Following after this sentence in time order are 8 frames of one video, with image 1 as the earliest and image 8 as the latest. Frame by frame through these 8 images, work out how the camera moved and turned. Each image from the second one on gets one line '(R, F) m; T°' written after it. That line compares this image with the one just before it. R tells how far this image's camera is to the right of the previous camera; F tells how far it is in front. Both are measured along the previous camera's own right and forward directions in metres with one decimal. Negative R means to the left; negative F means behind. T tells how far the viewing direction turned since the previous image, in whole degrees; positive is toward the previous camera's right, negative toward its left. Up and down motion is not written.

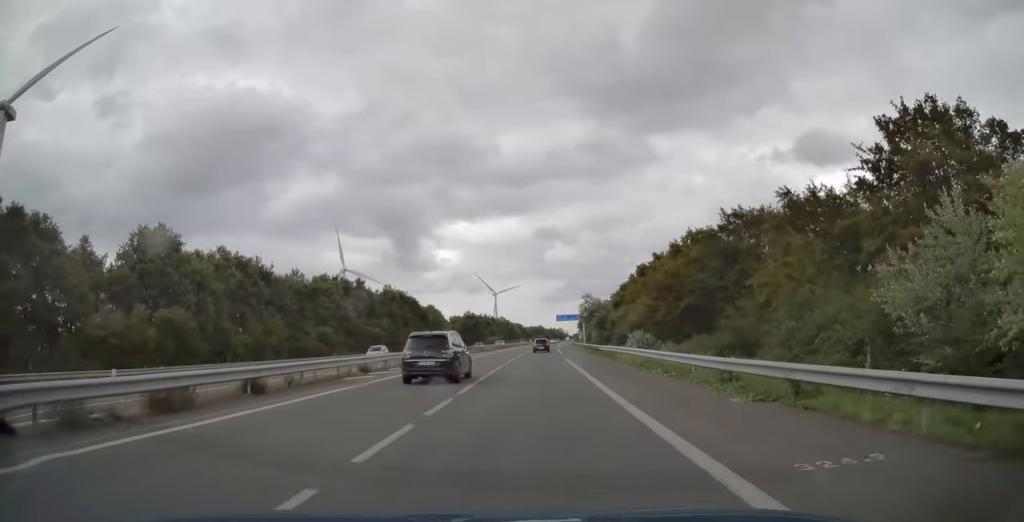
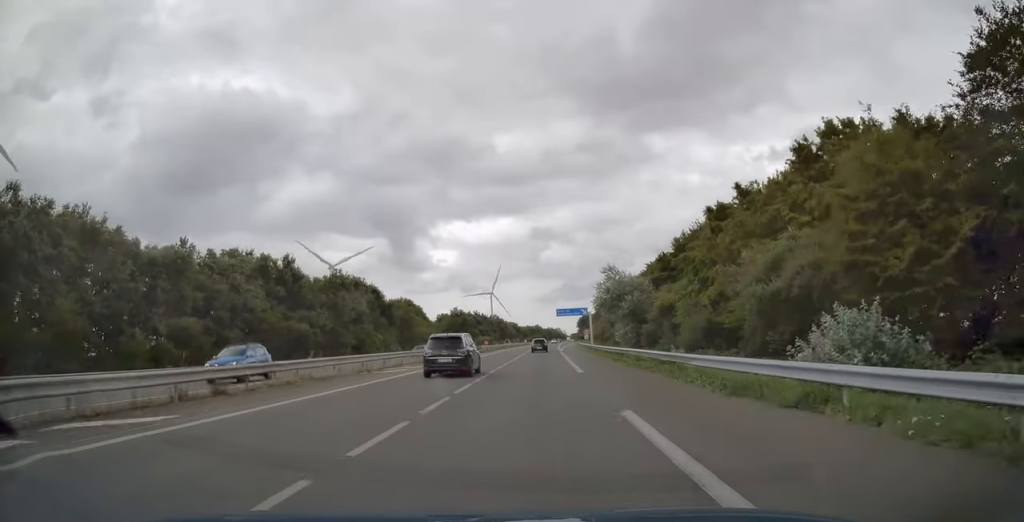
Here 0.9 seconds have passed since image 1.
(+0.1, +30.1) m; +1°
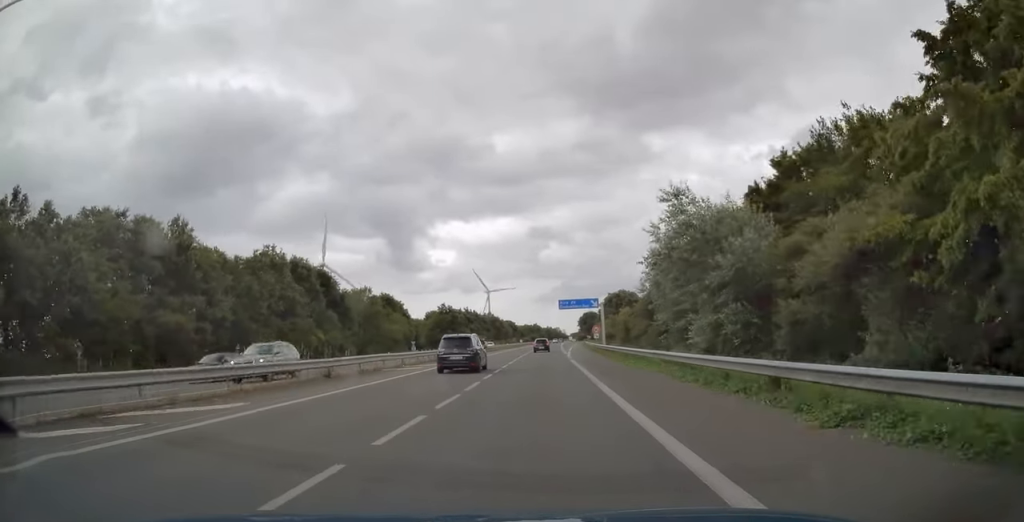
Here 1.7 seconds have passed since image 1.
(+0.1, +25.3) m; 0°
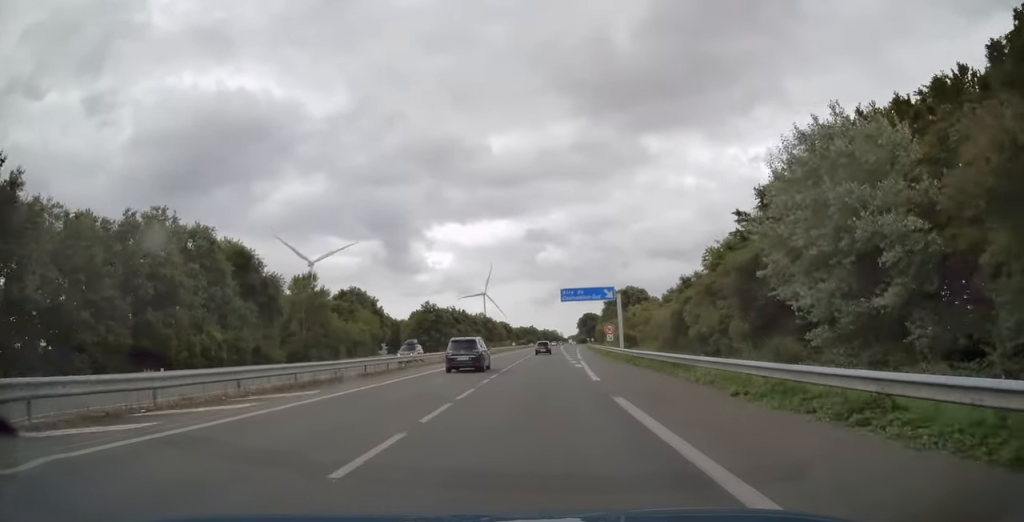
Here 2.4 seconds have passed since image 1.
(0.0, +23.7) m; 0°
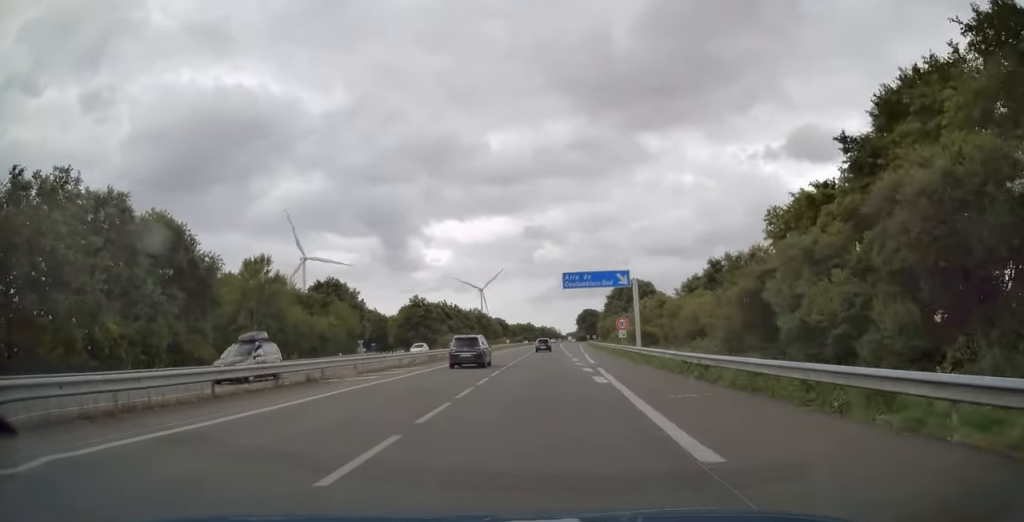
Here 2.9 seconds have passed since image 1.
(0.0, +13.4) m; 0°
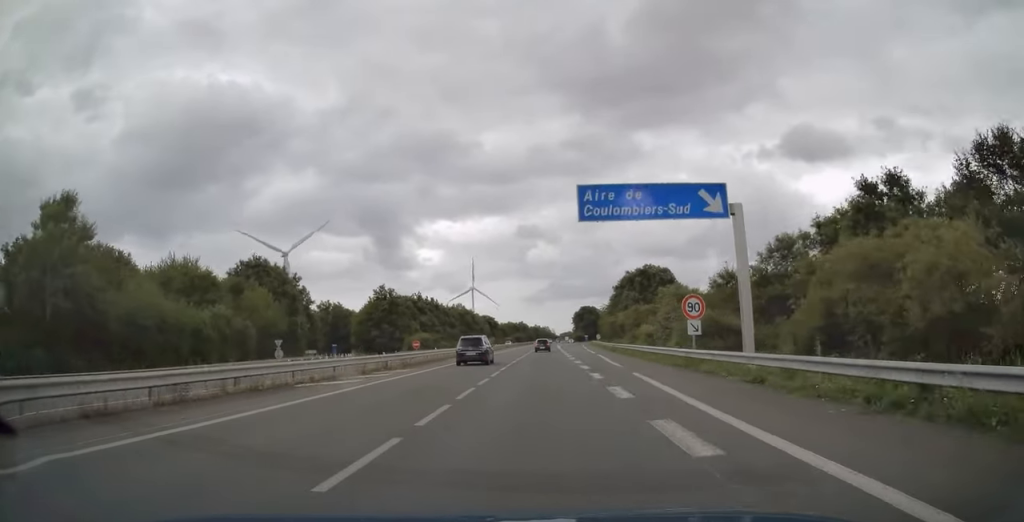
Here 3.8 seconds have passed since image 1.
(0.0, +30.6) m; 0°
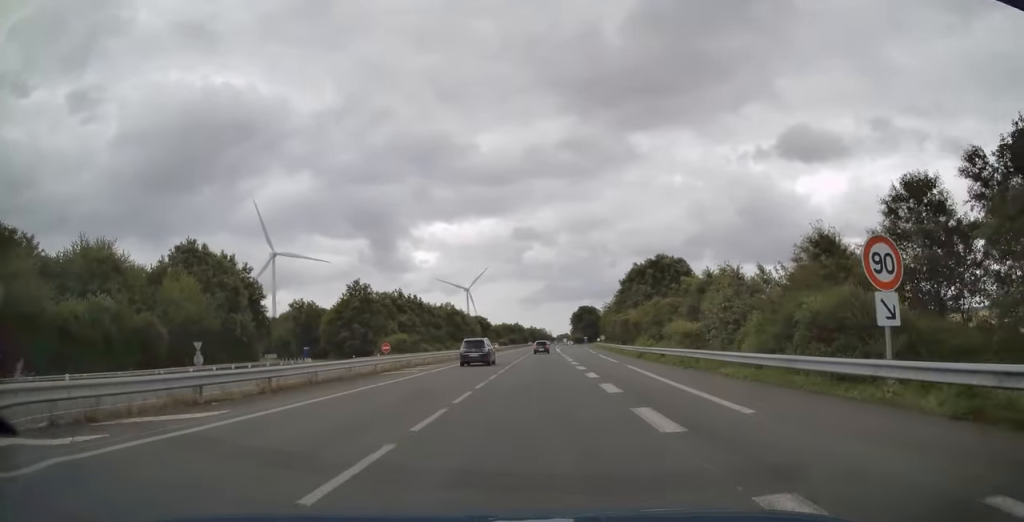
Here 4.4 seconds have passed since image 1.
(-0.1, +17.7) m; 0°
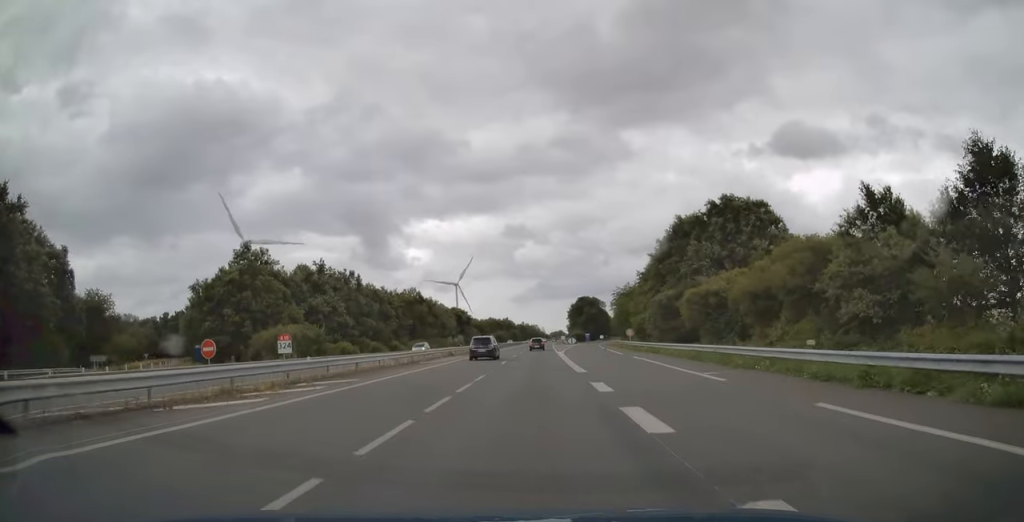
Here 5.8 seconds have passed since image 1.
(+0.6, +45.7) m; +1°
